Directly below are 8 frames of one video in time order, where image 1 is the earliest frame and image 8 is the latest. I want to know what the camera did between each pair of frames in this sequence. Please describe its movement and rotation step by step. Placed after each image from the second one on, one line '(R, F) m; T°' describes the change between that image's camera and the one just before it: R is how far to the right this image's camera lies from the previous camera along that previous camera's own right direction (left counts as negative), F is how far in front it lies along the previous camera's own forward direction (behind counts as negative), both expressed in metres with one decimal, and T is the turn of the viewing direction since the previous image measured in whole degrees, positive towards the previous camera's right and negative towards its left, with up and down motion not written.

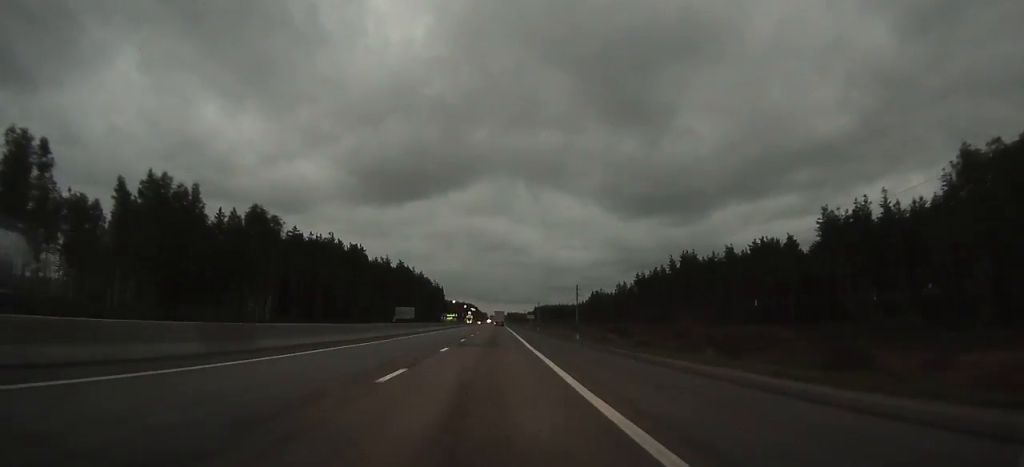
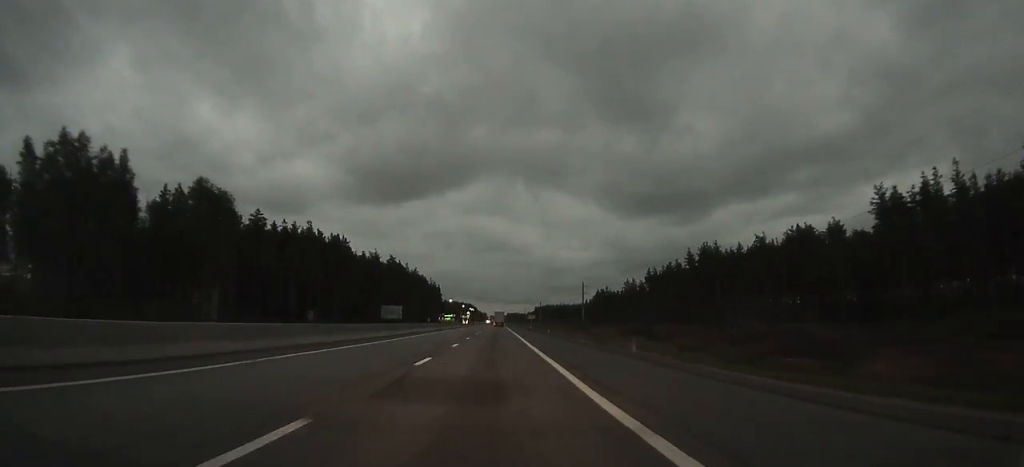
(0.0, +19.5) m; 0°
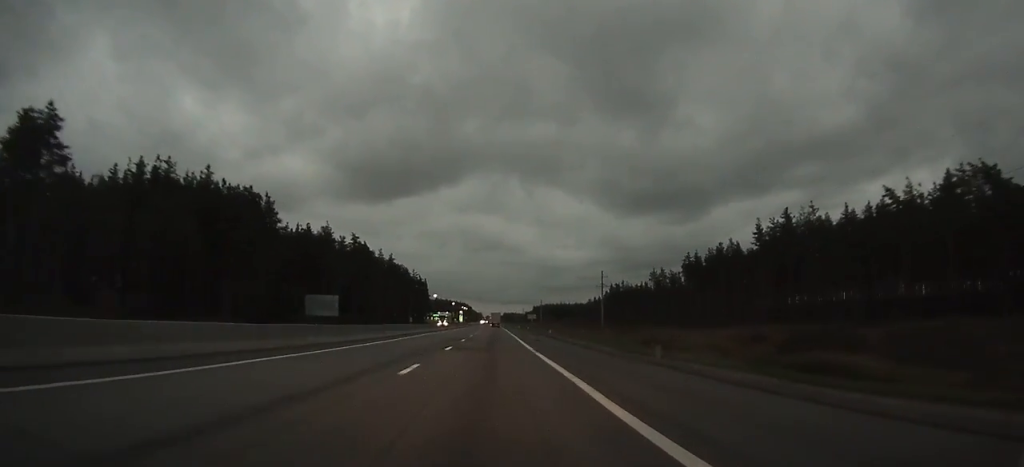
(0.0, +53.1) m; 0°
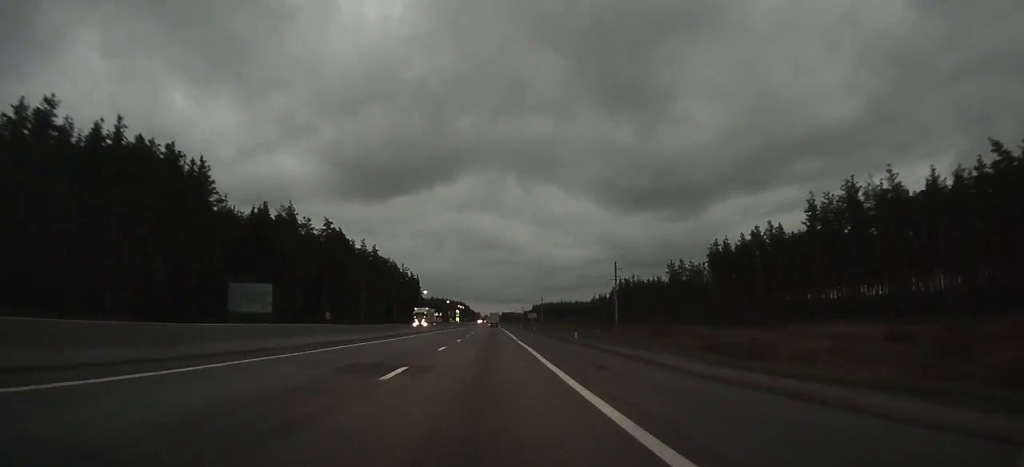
(+0.1, +25.3) m; 0°
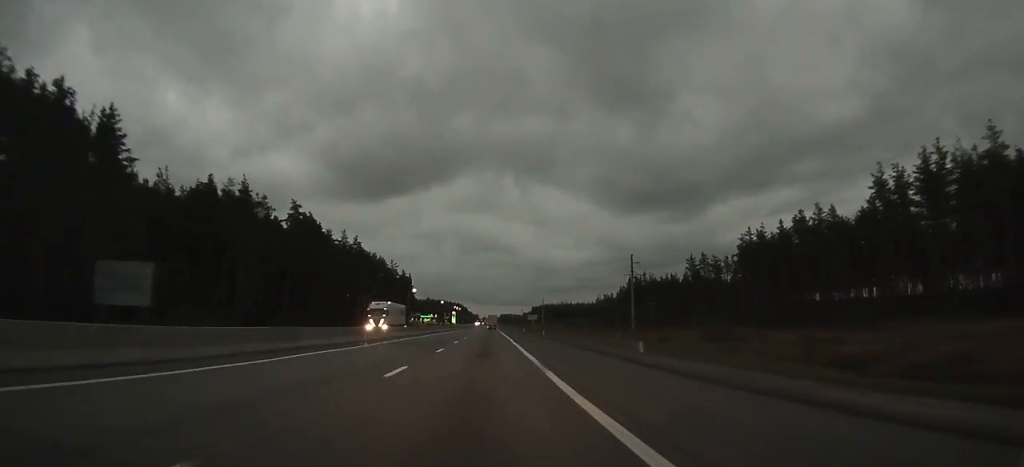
(0.0, +22.5) m; 0°
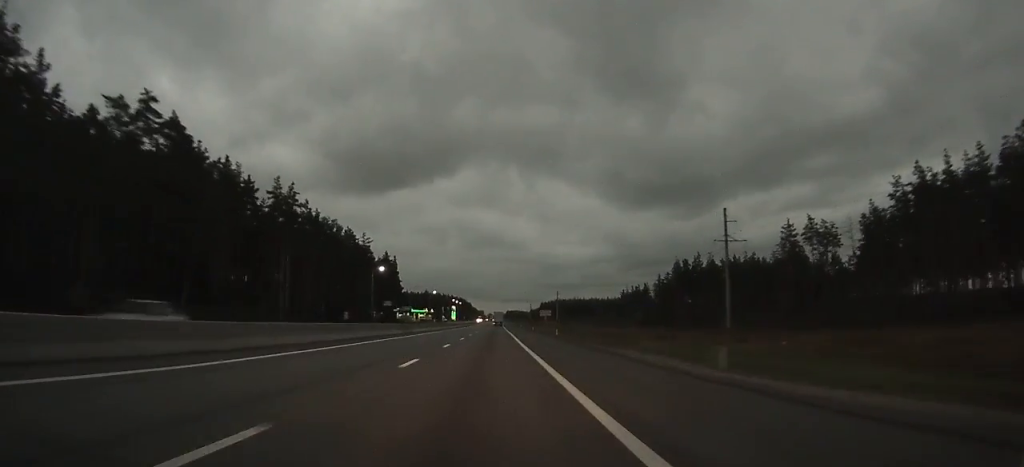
(-0.1, +58.1) m; 0°
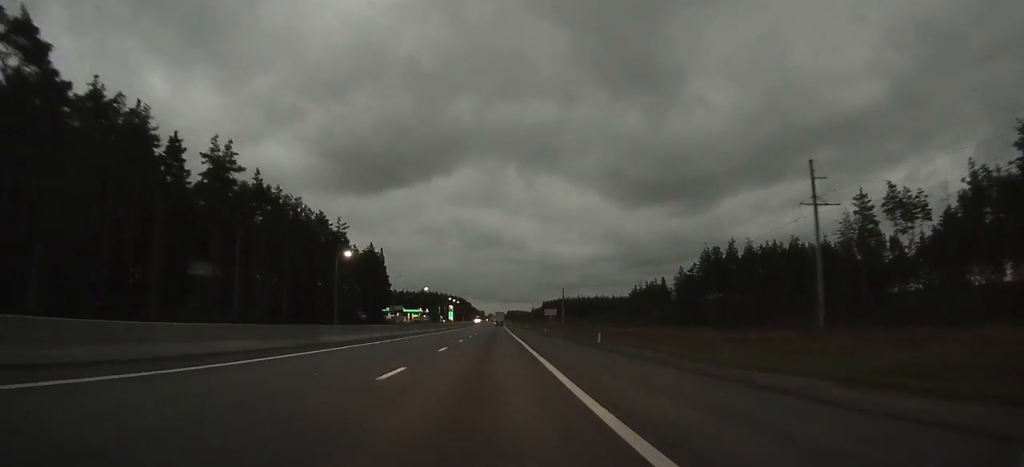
(-0.1, +27.1) m; 0°
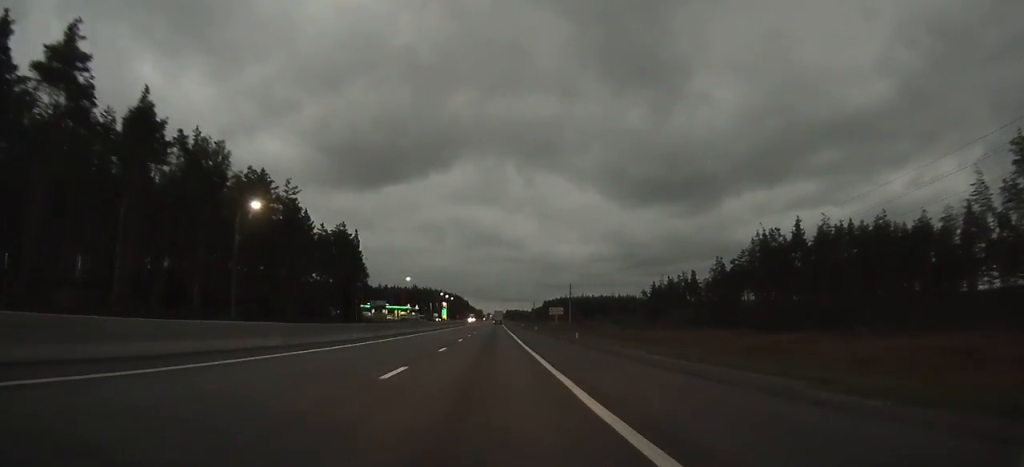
(0.0, +35.8) m; 0°
